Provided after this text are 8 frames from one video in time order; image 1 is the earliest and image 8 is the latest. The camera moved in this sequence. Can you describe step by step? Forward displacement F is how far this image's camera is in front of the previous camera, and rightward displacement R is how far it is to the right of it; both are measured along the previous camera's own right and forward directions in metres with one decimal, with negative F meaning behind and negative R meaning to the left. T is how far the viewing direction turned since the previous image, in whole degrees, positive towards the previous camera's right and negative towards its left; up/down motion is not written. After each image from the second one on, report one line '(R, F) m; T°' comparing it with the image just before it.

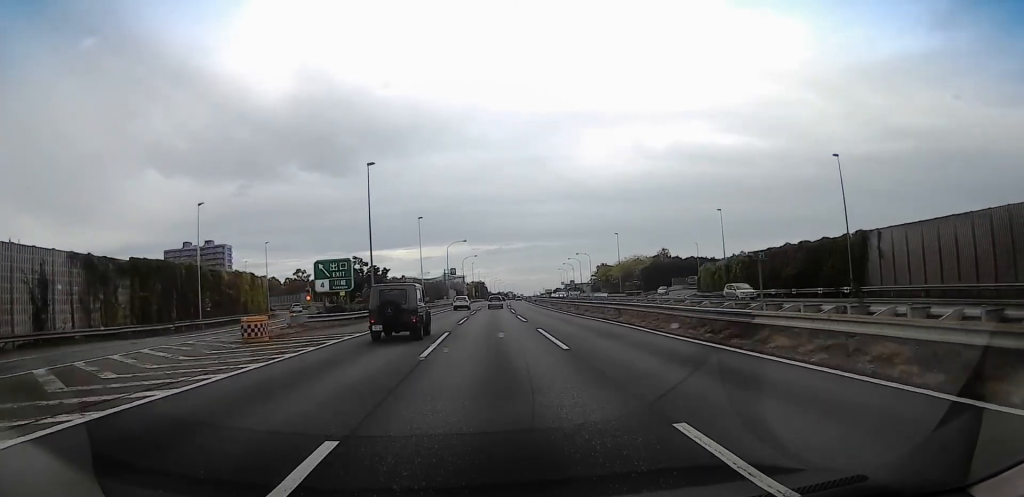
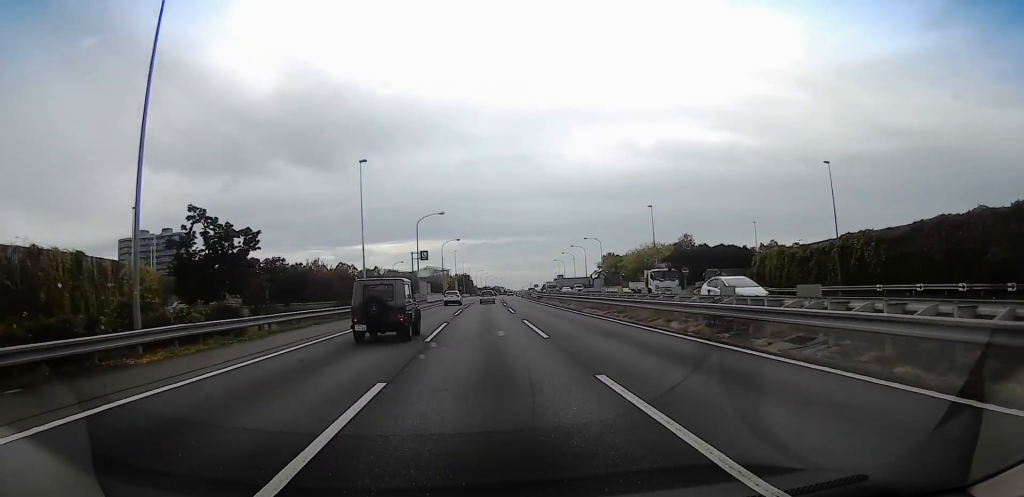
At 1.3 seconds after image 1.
(-1.0, +31.6) m; +1°
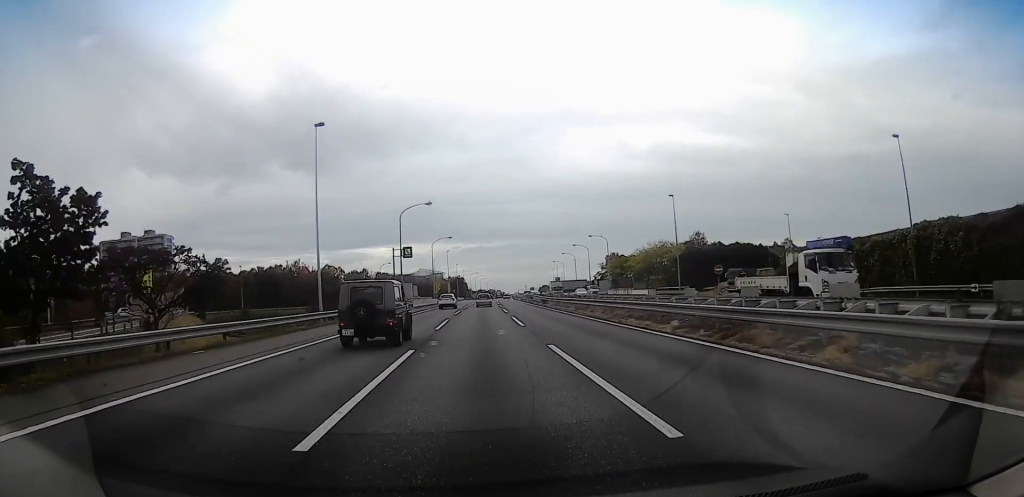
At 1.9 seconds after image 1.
(+0.9, +12.6) m; +1°
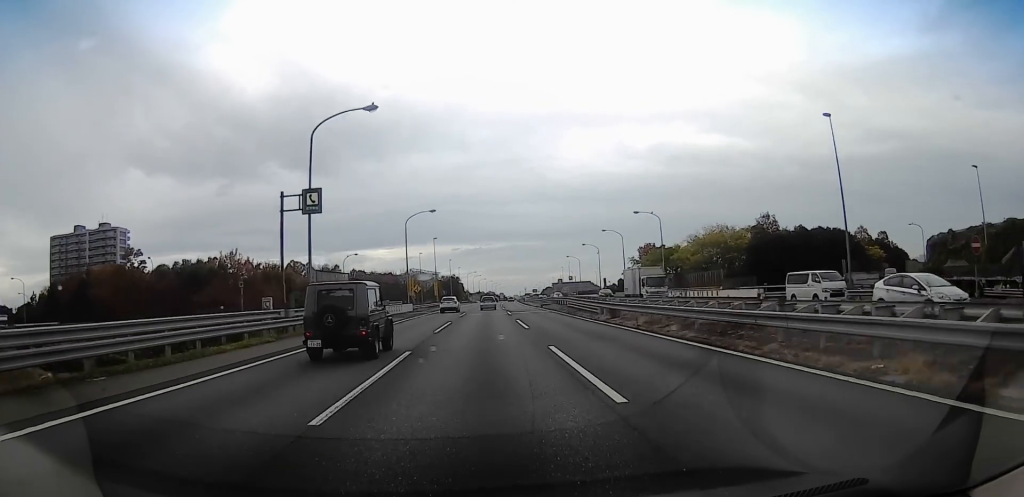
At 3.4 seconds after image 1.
(-0.1, +35.9) m; -1°
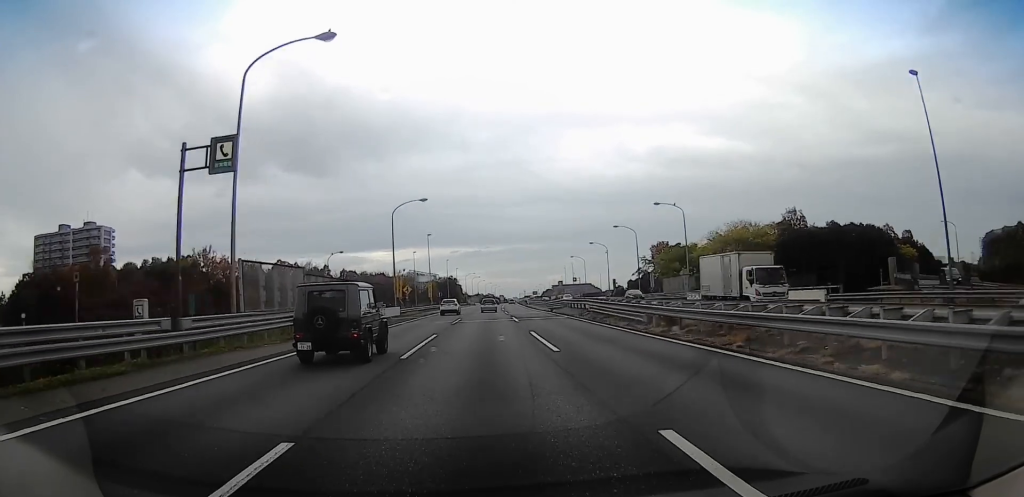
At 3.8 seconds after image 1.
(-0.1, +10.1) m; +1°
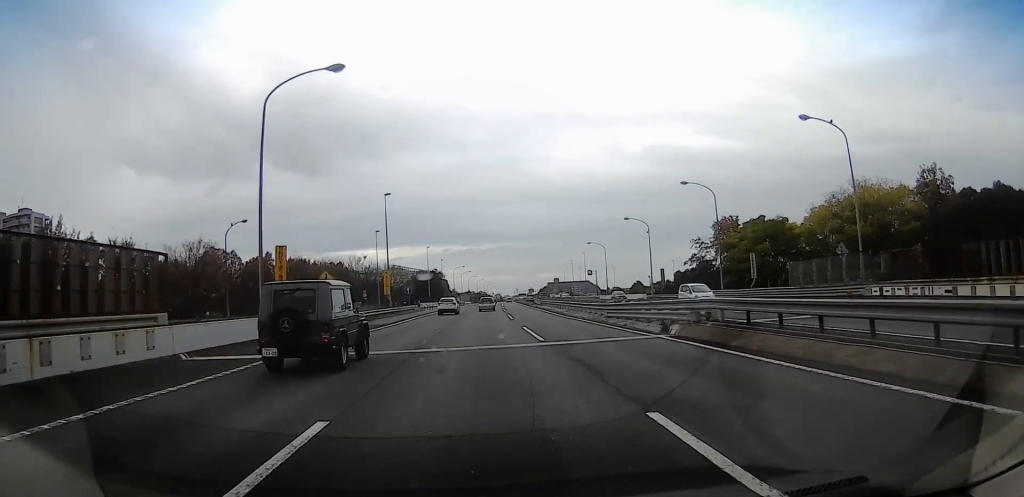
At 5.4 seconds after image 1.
(+1.2, +36.7) m; +3°
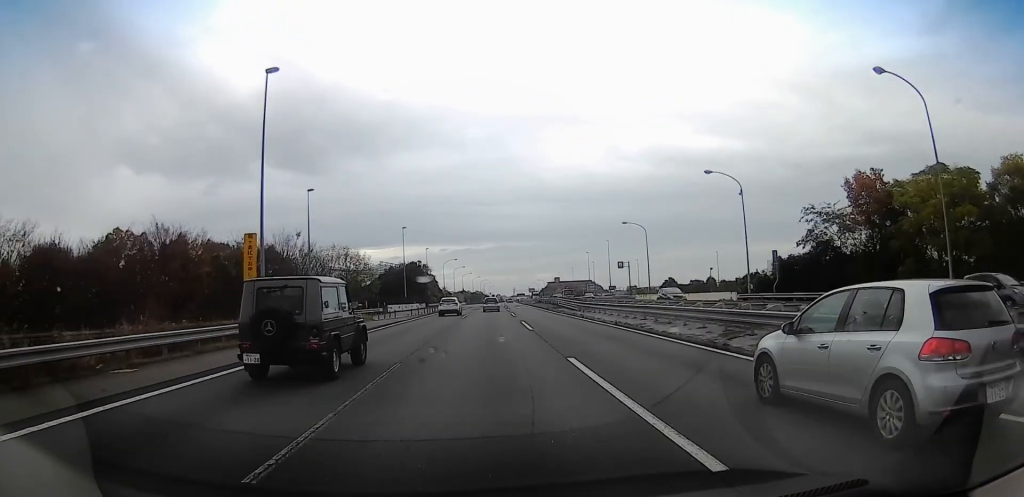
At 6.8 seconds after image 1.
(0.0, +33.6) m; -1°
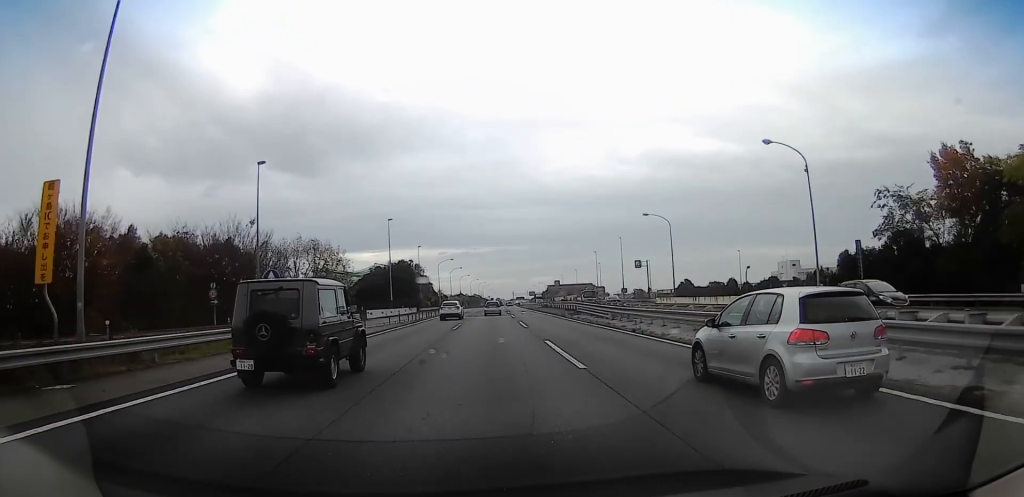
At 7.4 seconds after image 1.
(-0.1, +13.3) m; 0°
